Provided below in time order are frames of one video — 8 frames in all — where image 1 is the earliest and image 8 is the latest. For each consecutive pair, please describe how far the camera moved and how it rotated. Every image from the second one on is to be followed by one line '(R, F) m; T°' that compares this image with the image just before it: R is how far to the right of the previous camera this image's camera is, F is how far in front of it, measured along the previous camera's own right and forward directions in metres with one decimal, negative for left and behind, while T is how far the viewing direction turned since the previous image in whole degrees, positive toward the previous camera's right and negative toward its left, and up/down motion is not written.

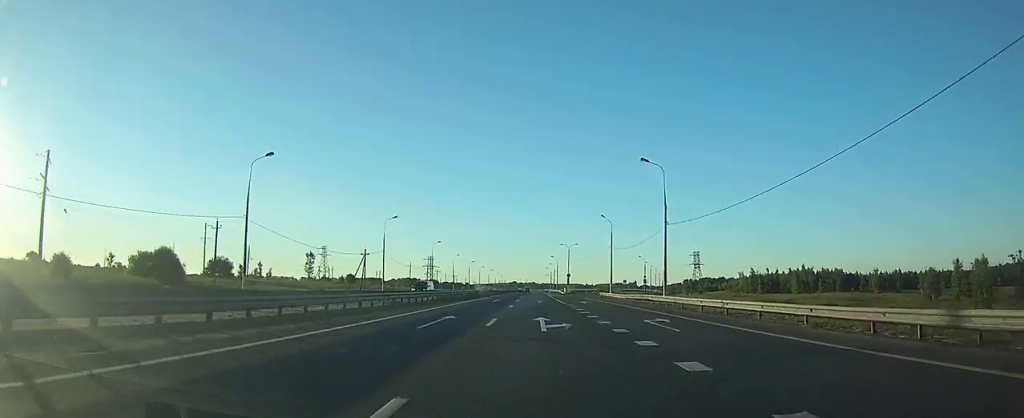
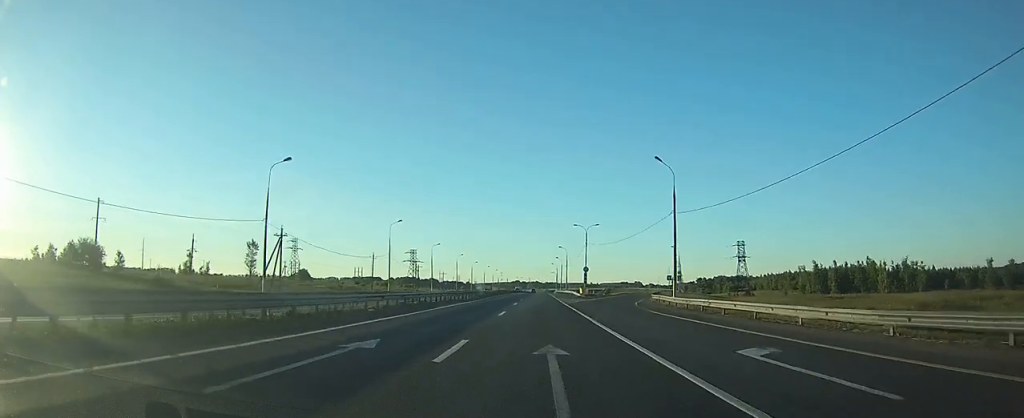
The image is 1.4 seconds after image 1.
(-0.1, +40.4) m; 0°
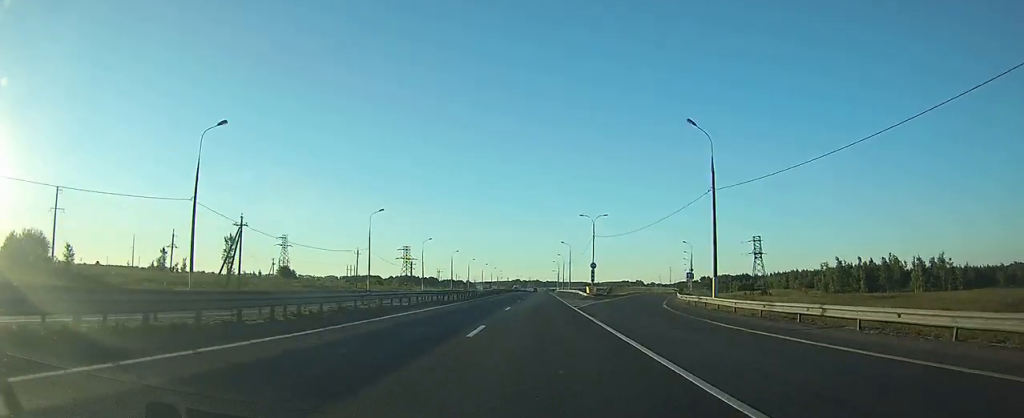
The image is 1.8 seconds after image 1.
(0.0, +11.3) m; 0°
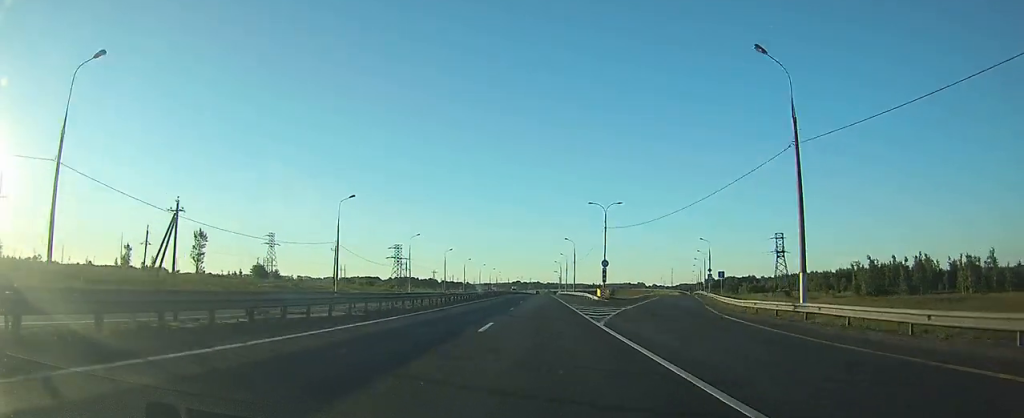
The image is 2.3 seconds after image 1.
(+0.1, +13.3) m; 0°
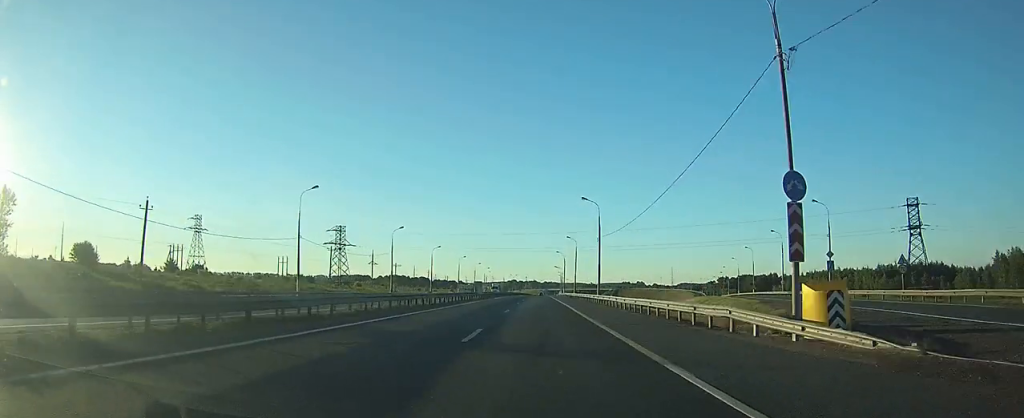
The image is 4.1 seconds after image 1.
(0.0, +51.4) m; 0°
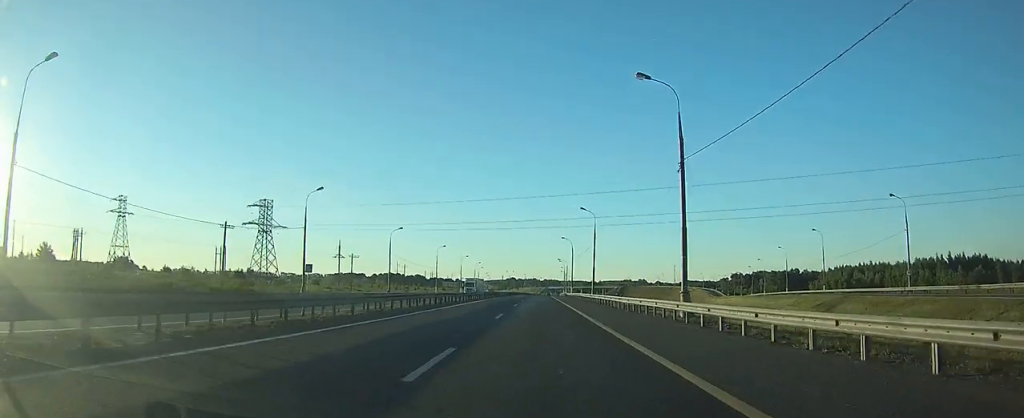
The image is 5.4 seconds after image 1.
(0.0, +37.4) m; 0°
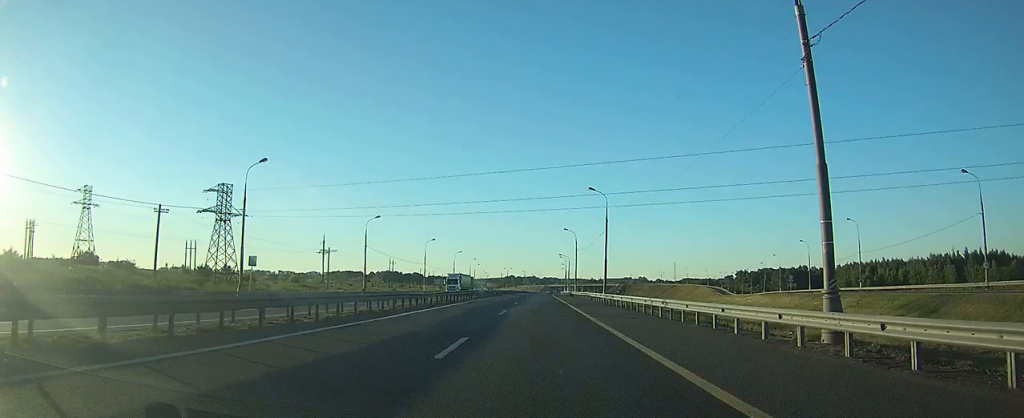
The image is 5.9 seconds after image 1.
(0.0, +13.5) m; 0°
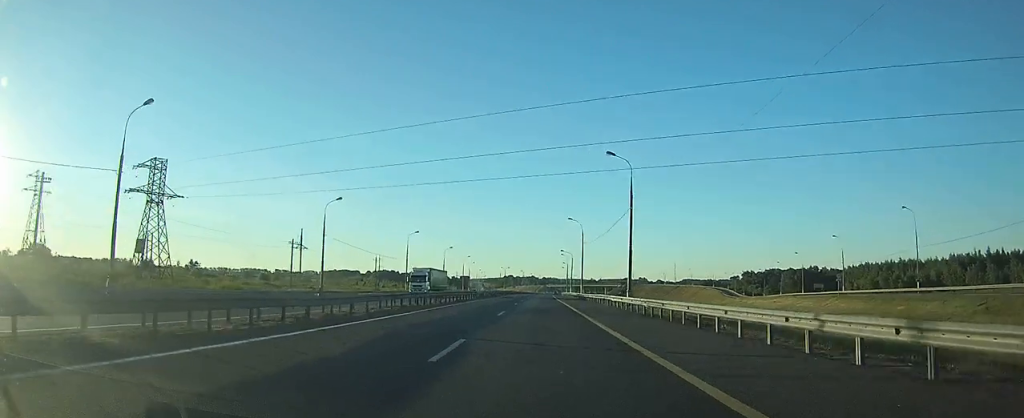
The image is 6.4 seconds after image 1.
(0.0, +16.4) m; 0°
